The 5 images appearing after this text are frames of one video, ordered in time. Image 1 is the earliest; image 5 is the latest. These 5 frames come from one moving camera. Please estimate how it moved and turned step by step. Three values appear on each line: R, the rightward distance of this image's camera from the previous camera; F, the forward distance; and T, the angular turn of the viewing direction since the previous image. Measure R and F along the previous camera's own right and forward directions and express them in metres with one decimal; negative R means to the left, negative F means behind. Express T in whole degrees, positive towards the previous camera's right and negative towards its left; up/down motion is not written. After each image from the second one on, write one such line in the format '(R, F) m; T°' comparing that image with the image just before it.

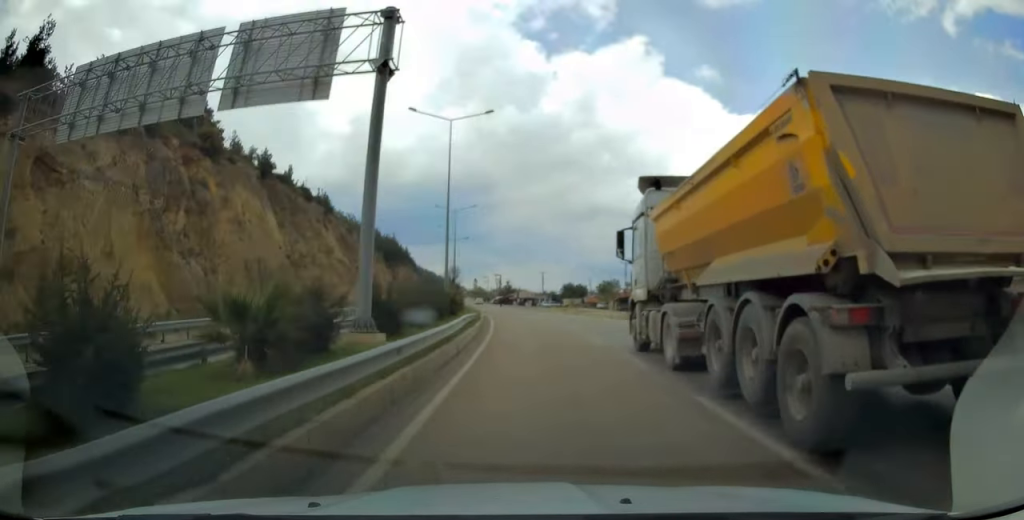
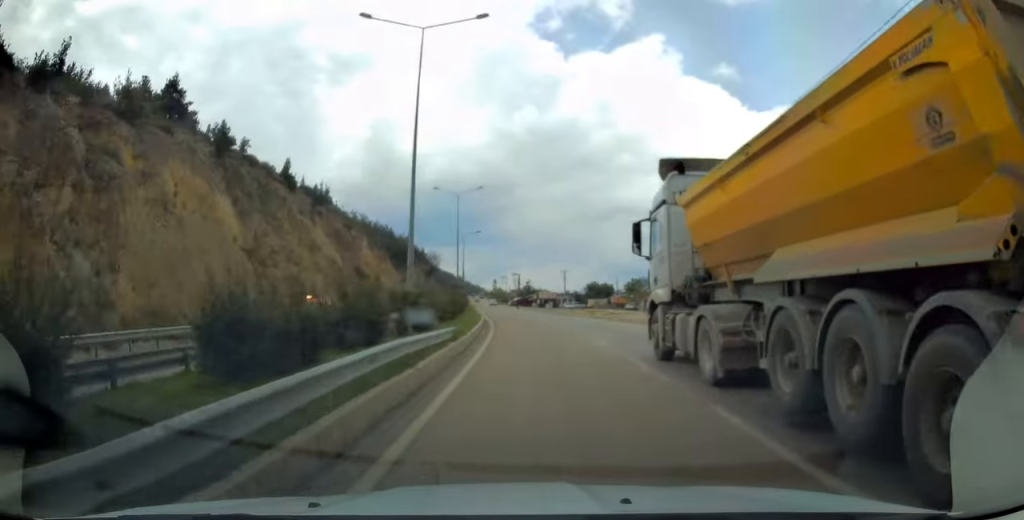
(-0.2, +13.2) m; -2°
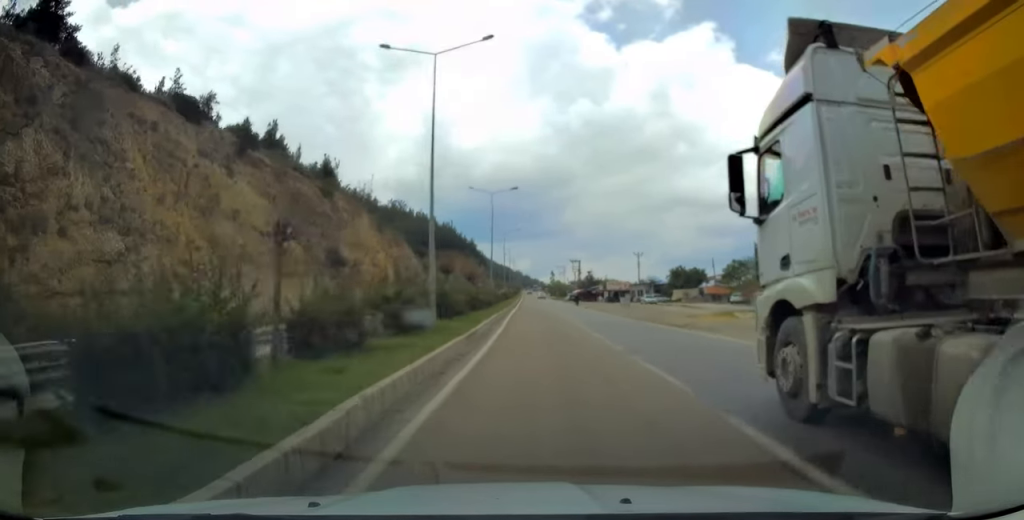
(-1.6, +34.7) m; -5°
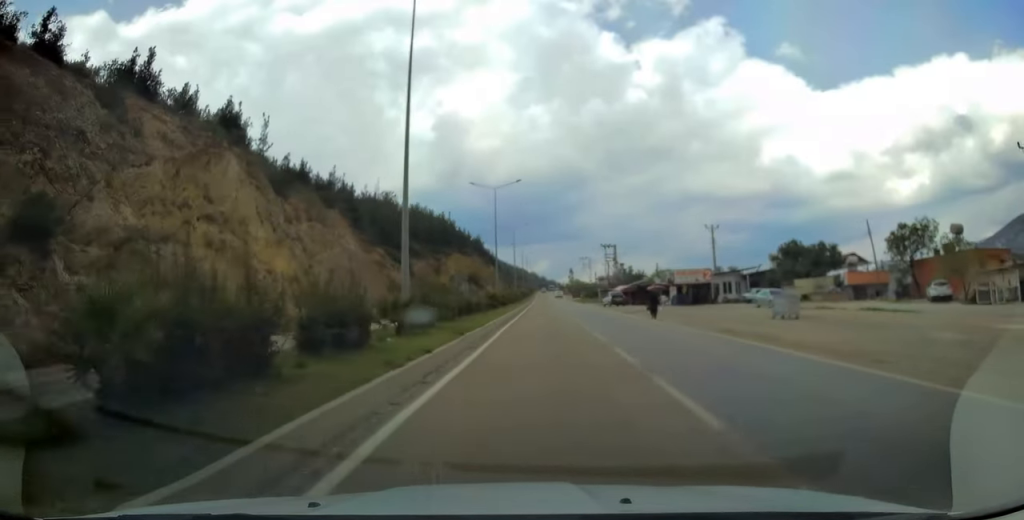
(-0.9, +43.5) m; -1°
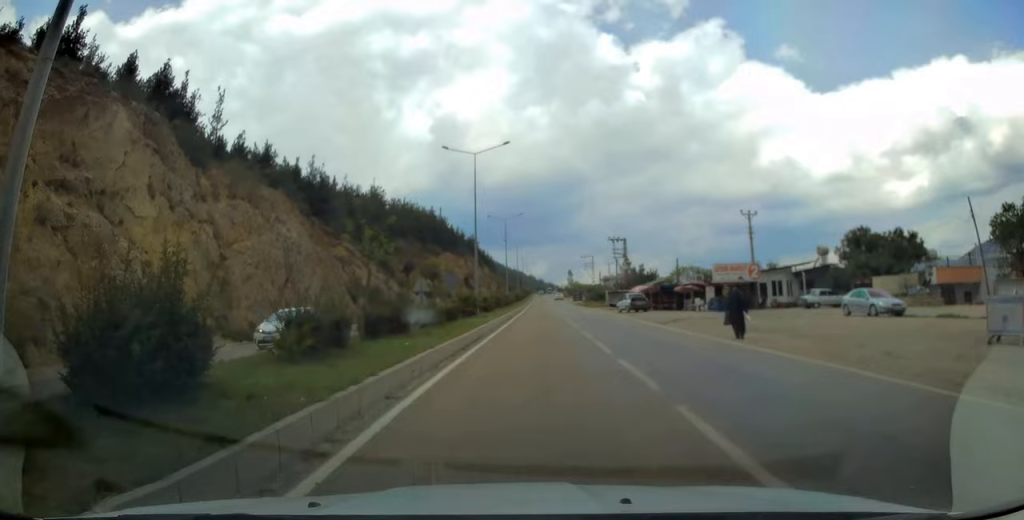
(0.0, +15.0) m; 0°
